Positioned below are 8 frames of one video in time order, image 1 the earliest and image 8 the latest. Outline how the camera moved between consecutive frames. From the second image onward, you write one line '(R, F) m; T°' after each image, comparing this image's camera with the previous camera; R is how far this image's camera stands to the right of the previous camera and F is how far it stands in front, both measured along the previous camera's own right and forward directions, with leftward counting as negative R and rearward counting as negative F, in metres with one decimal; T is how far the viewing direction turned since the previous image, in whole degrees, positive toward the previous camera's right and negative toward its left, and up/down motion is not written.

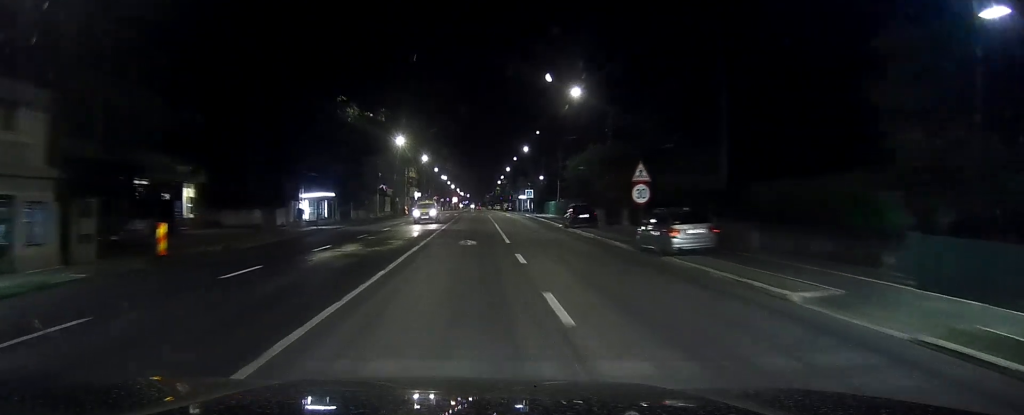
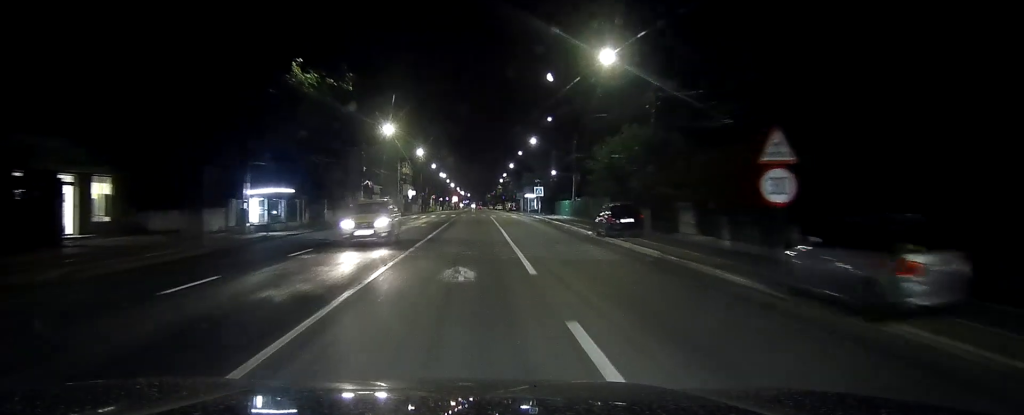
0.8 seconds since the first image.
(-0.1, +12.0) m; 0°
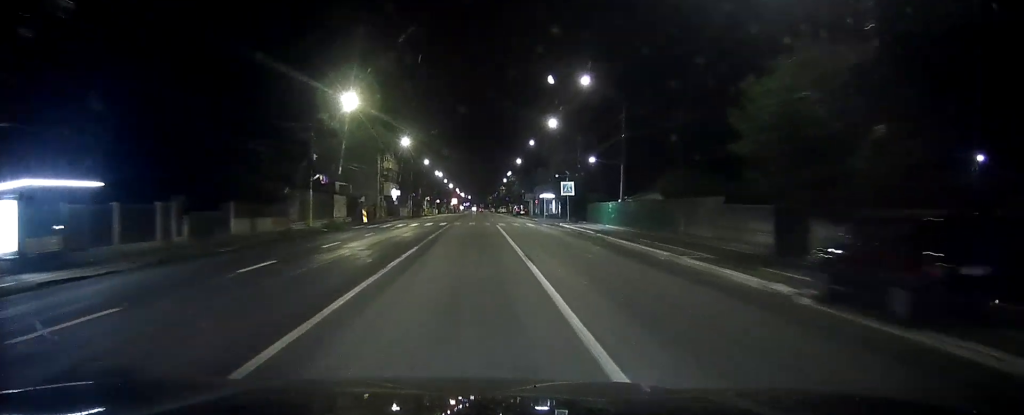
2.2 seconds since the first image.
(+0.1, +22.4) m; 0°
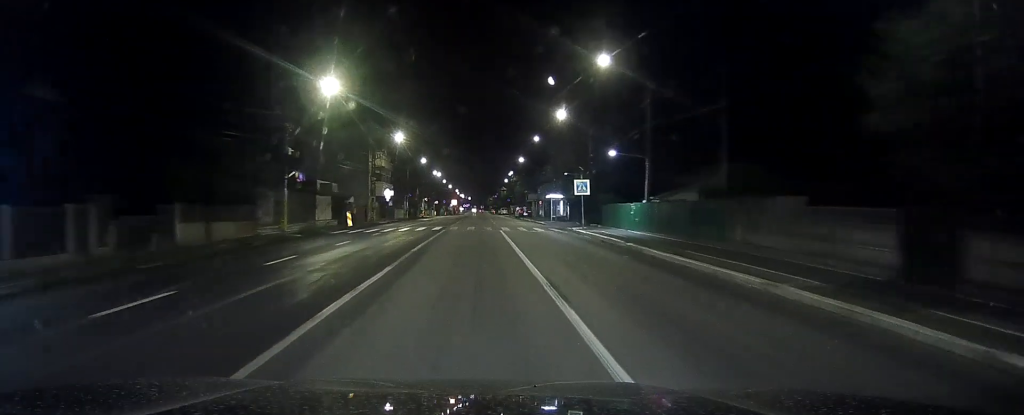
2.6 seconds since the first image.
(-0.1, +6.8) m; 0°
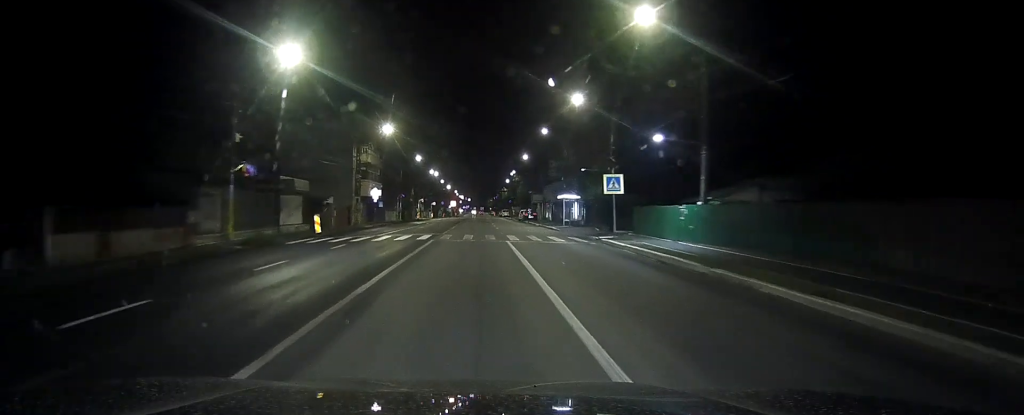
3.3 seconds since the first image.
(-0.1, +9.9) m; 0°
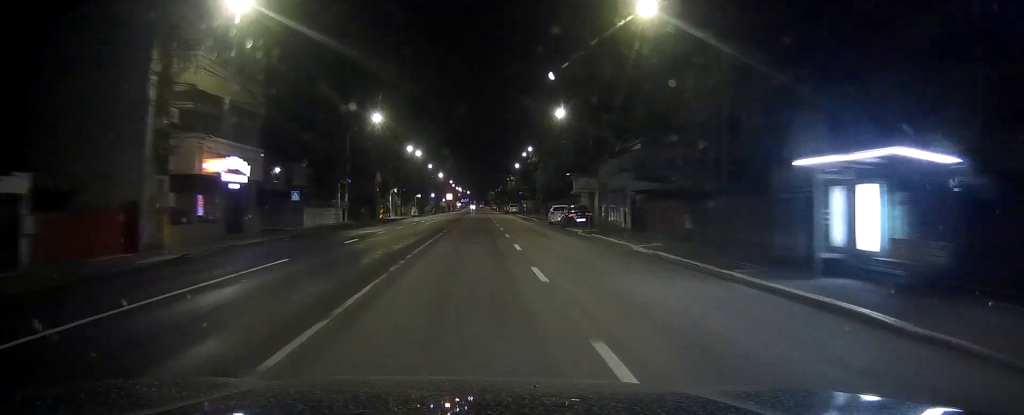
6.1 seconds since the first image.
(+0.1, +43.5) m; -1°
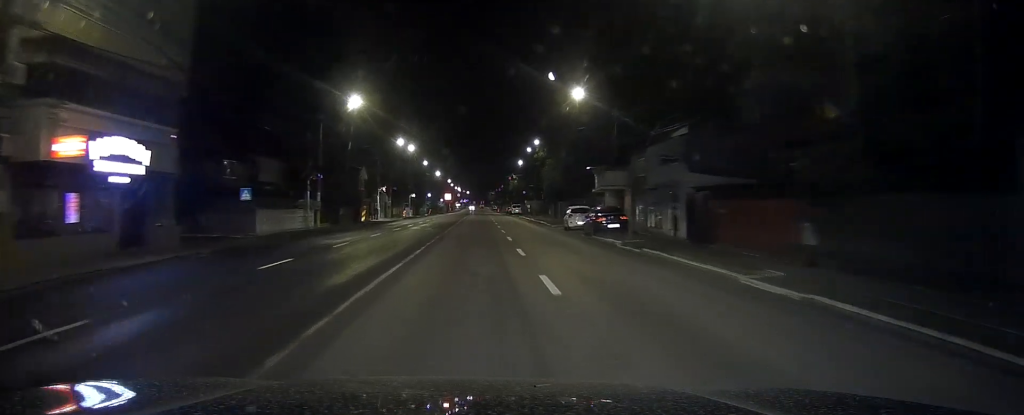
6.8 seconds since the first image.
(0.0, +10.9) m; 0°
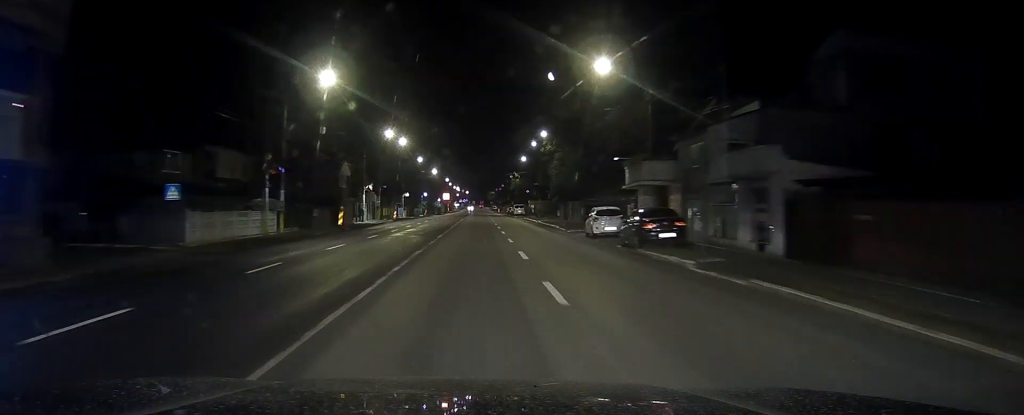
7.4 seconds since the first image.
(0.0, +9.9) m; 0°
